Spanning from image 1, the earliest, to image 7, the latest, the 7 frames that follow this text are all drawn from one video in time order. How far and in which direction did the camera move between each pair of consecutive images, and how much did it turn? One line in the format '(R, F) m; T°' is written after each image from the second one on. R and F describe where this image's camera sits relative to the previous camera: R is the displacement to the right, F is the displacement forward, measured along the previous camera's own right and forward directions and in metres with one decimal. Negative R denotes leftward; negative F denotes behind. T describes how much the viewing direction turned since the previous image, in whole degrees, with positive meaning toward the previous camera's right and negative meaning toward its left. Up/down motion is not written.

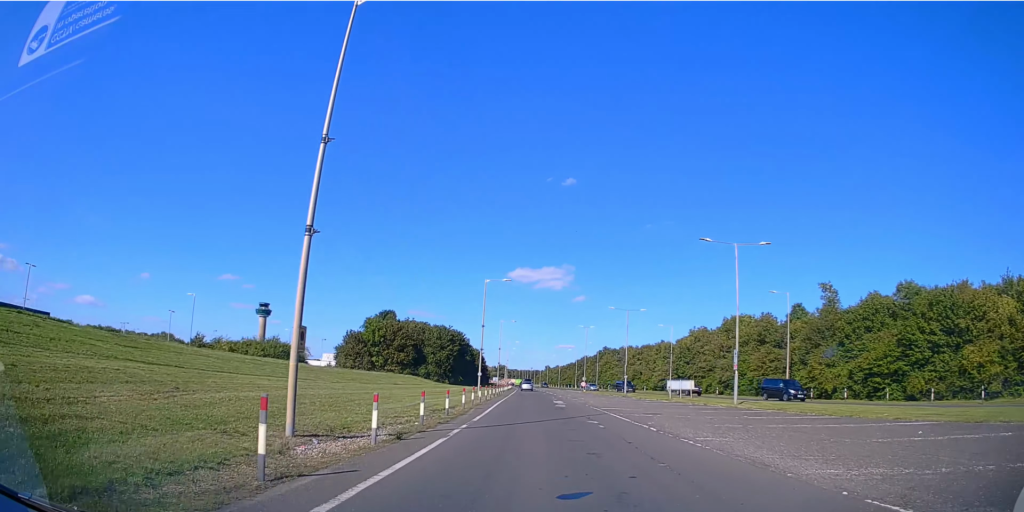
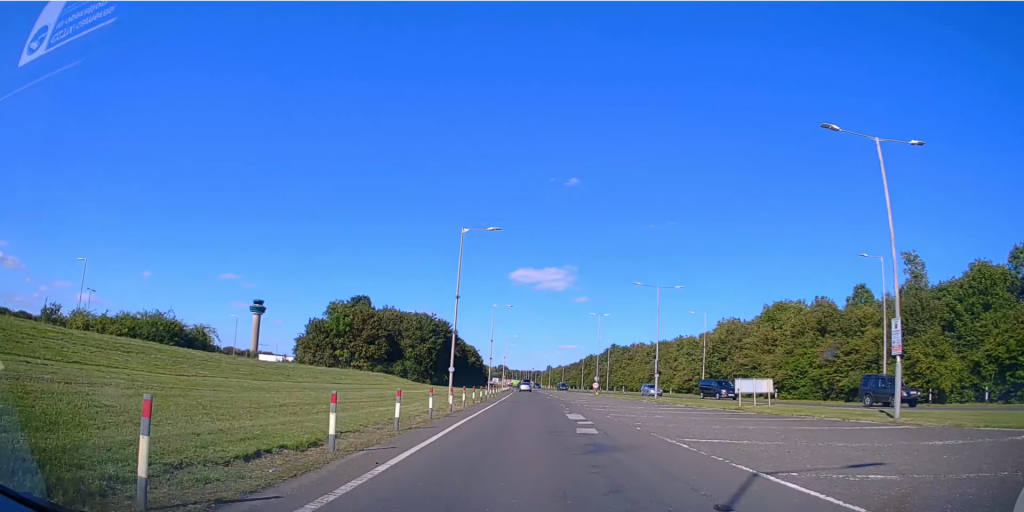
(-0.1, +17.9) m; -1°
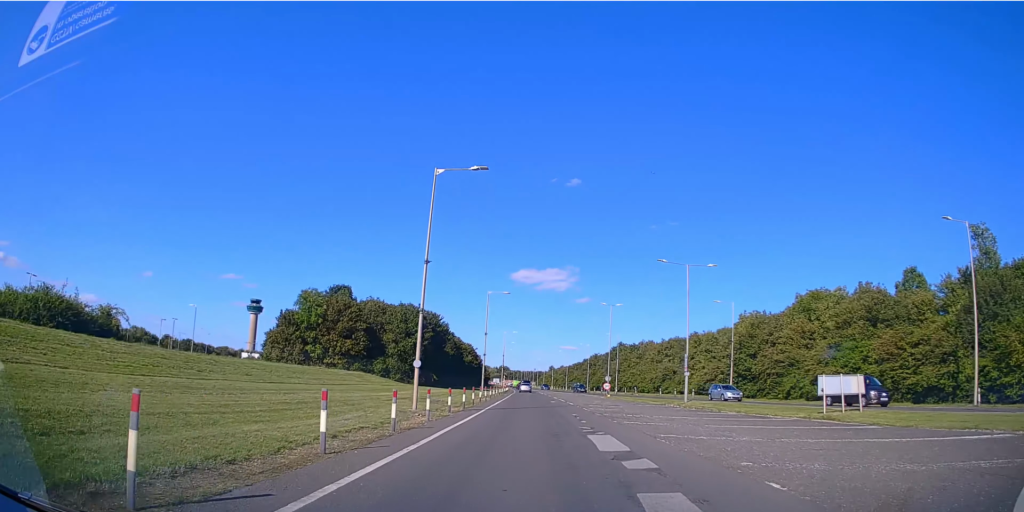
(0.0, +10.5) m; 0°
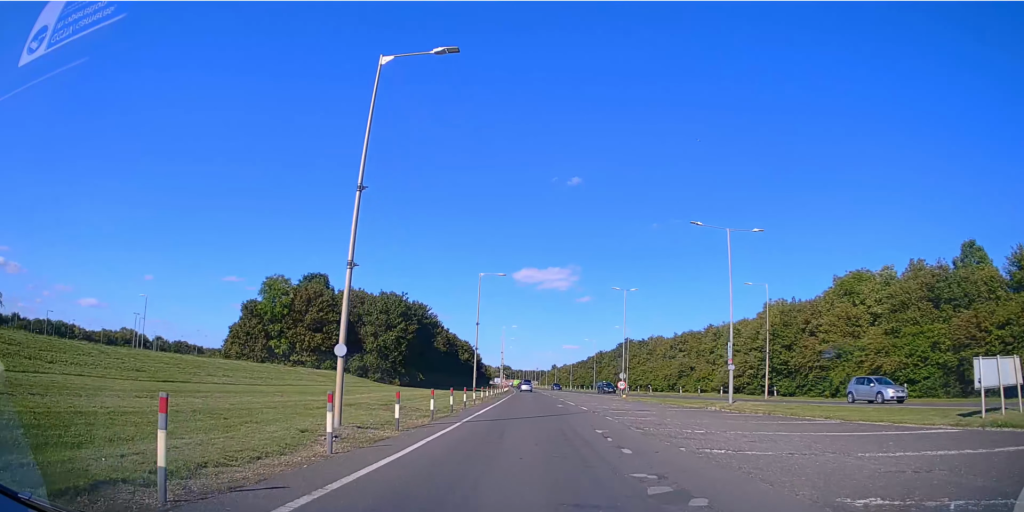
(-0.1, +9.4) m; 0°
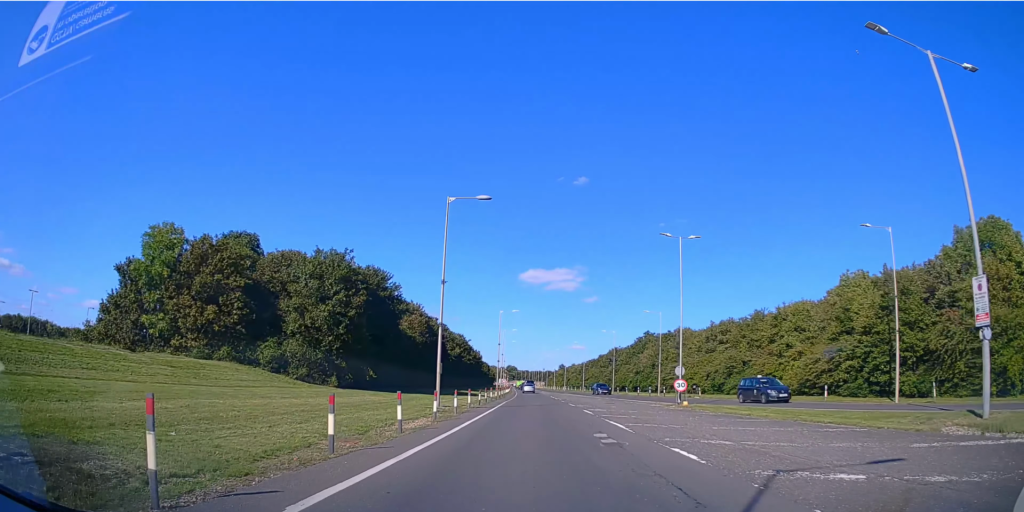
(0.0, +20.9) m; 0°
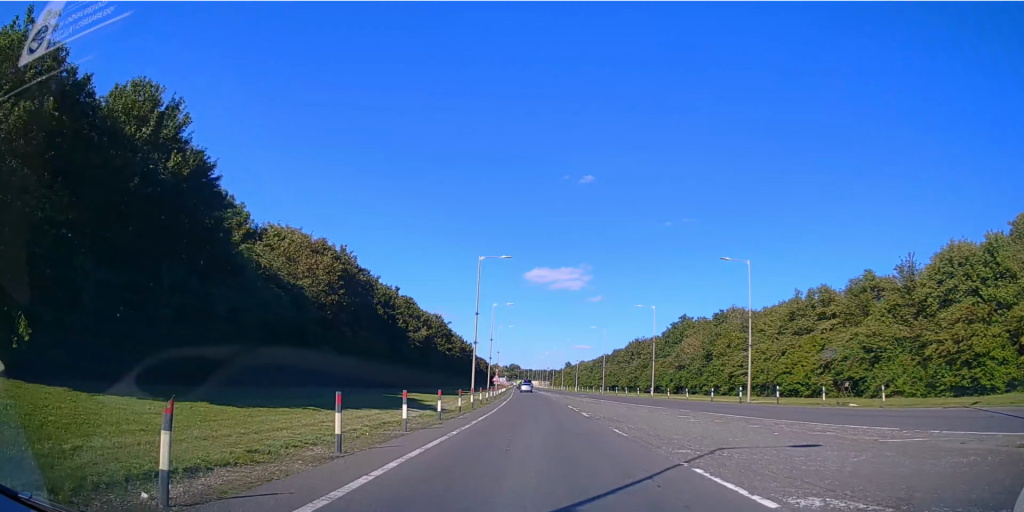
(-0.1, +30.7) m; 0°
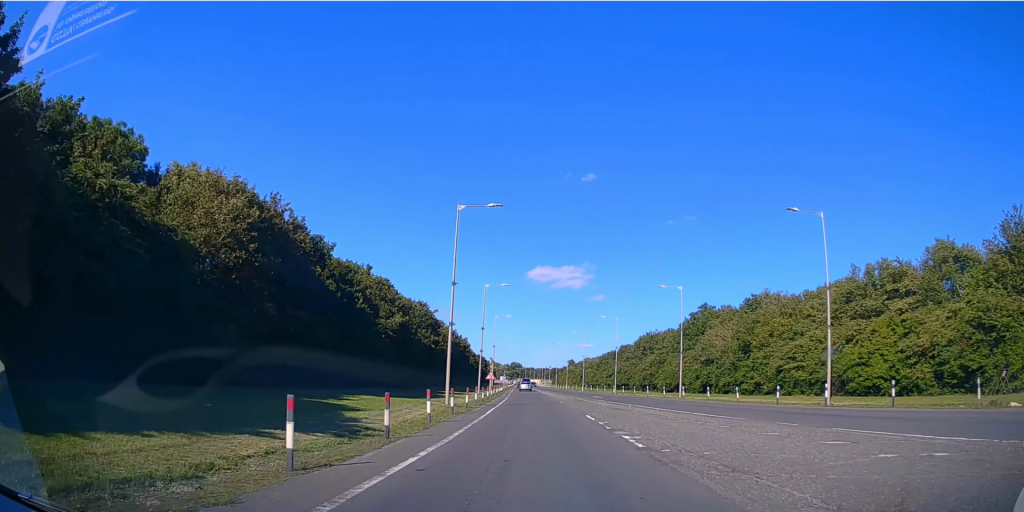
(+0.1, +11.6) m; 0°
